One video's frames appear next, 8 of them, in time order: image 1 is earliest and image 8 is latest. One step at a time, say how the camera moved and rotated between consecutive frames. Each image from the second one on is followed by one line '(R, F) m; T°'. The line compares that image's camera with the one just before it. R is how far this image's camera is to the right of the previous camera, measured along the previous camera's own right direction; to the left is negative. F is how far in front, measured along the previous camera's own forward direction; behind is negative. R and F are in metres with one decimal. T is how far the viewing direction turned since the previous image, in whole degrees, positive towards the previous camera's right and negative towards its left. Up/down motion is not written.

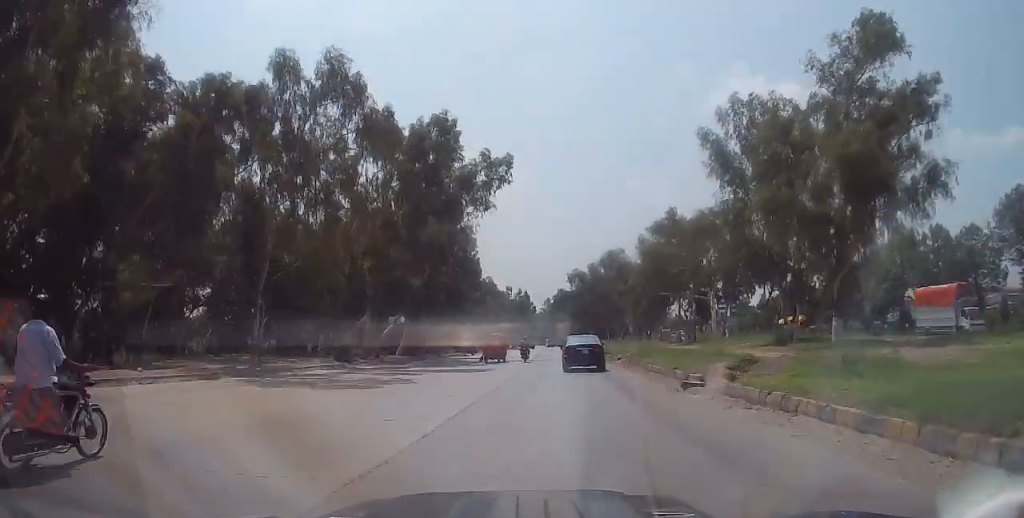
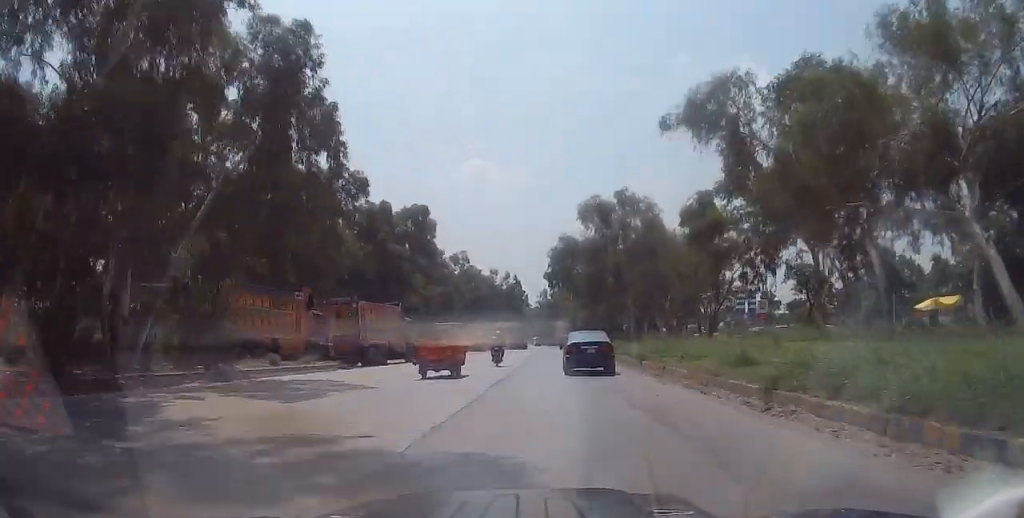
(0.0, +38.3) m; +1°
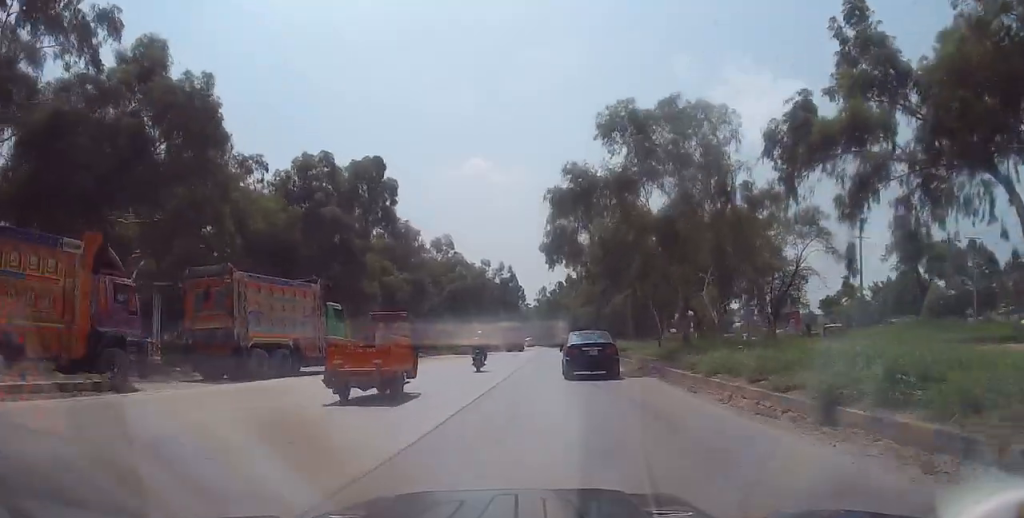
(+0.1, +16.4) m; +1°
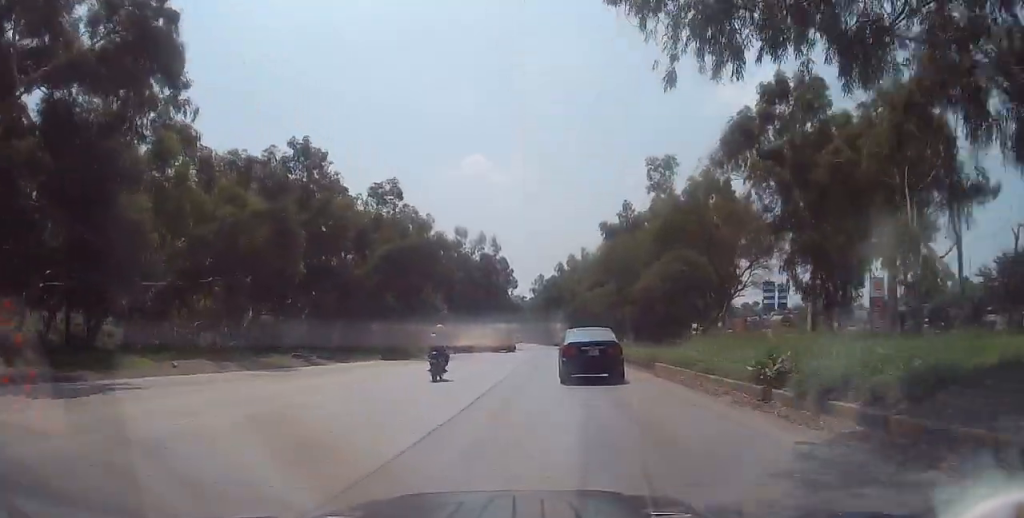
(+0.4, +30.0) m; -1°
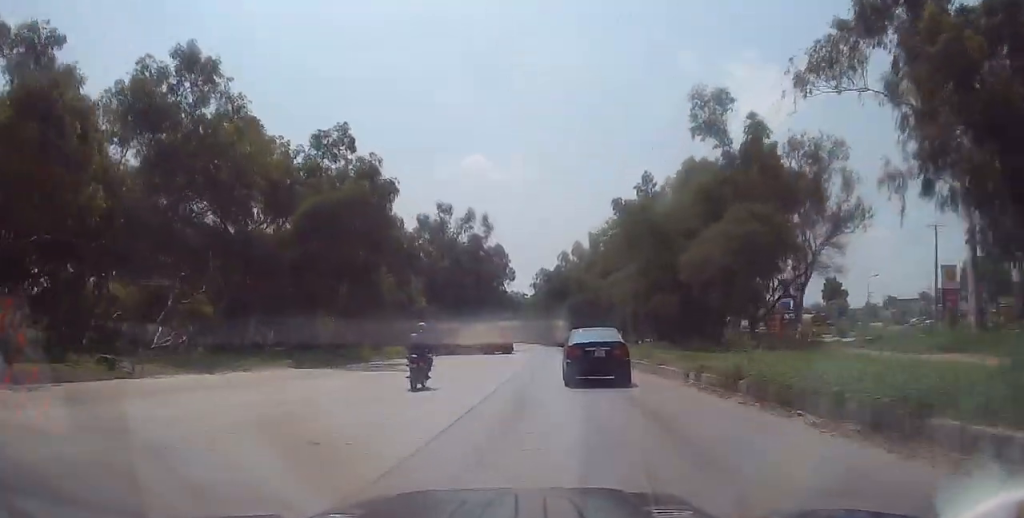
(-0.4, +15.5) m; -1°
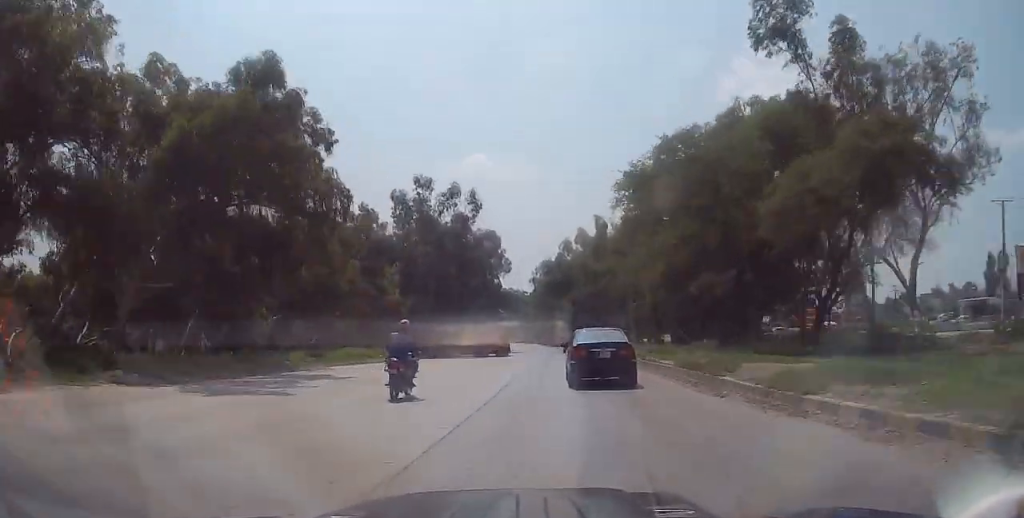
(-0.1, +12.2) m; 0°
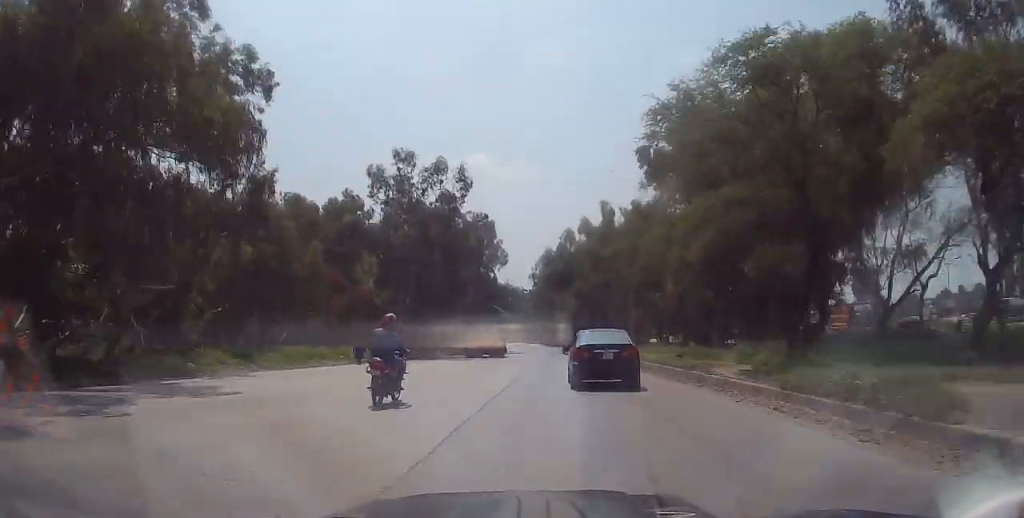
(+0.1, +8.3) m; +1°
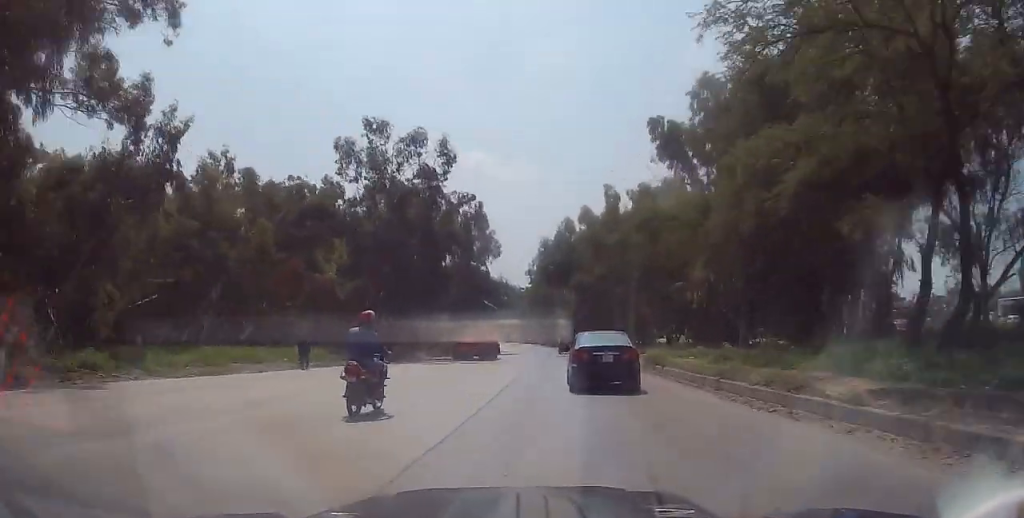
(+0.1, +7.6) m; 0°
